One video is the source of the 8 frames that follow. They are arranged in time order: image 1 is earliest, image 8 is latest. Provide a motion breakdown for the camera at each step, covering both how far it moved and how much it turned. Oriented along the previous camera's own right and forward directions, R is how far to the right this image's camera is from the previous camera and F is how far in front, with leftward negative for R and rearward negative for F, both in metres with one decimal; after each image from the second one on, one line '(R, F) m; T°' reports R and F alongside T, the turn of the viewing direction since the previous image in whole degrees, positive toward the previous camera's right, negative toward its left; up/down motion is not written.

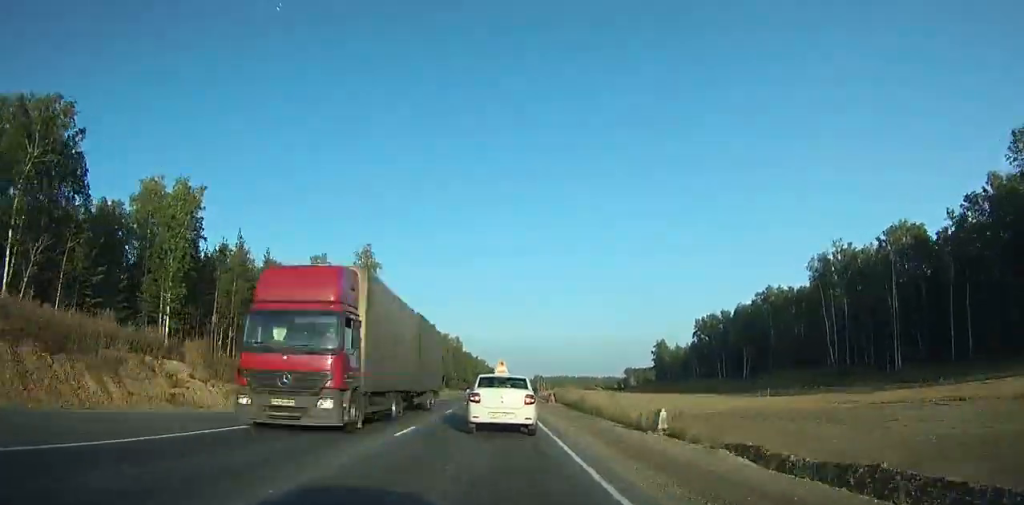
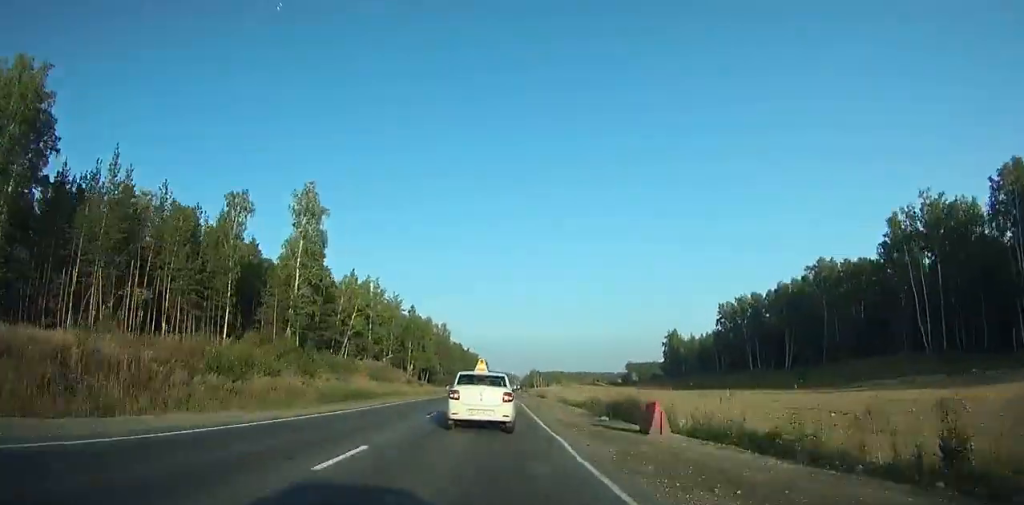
(+0.1, +26.2) m; +2°
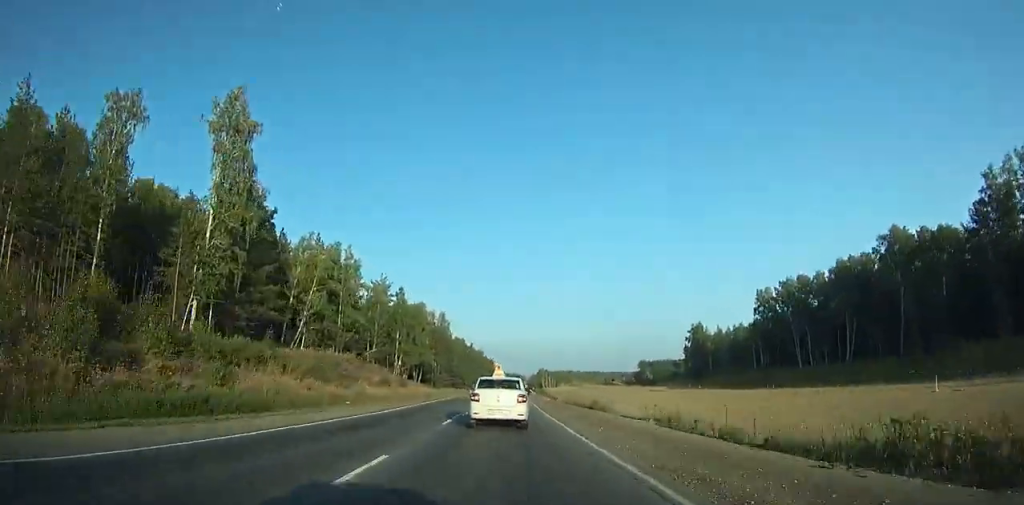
(-0.5, +22.1) m; +3°
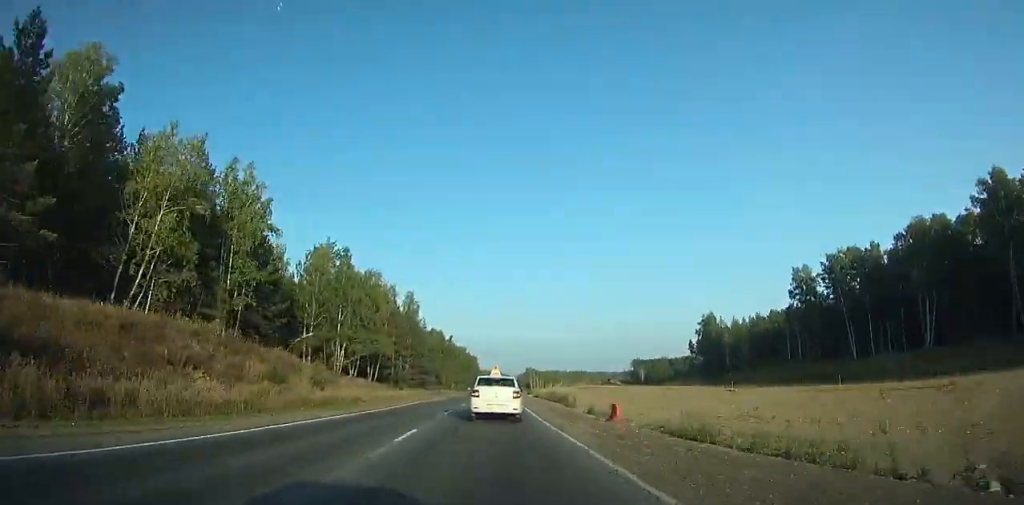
(+1.3, +25.3) m; +1°
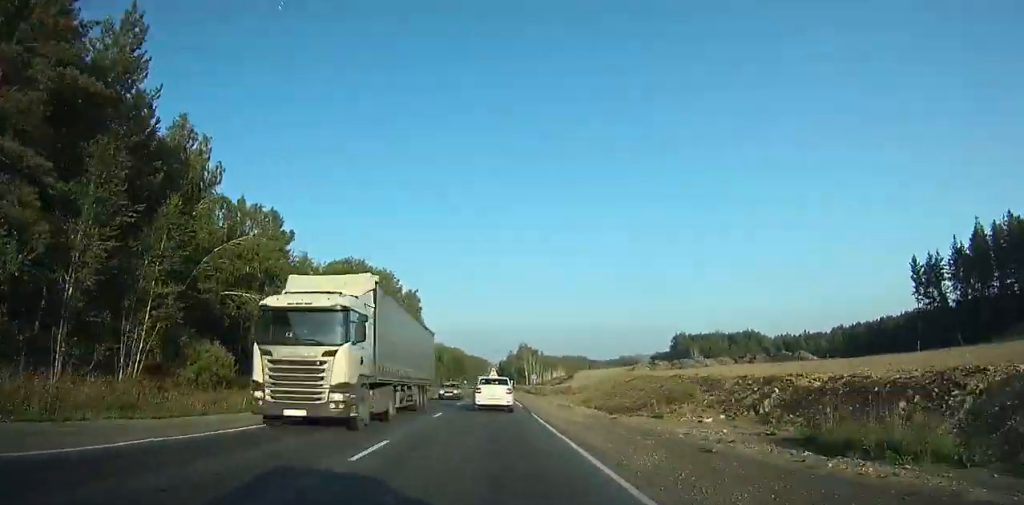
(-11.8, +157.0) m; -5°
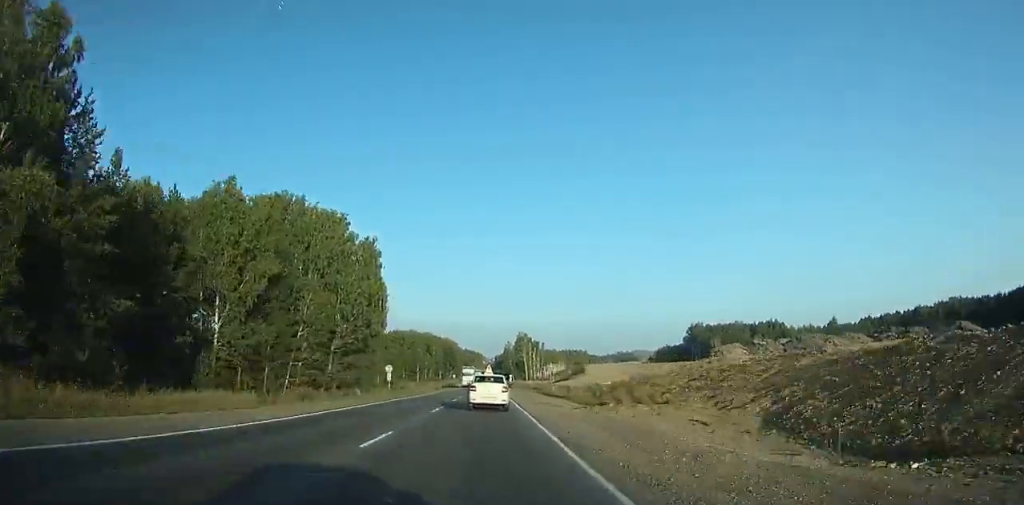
(+0.5, +37.1) m; +2°
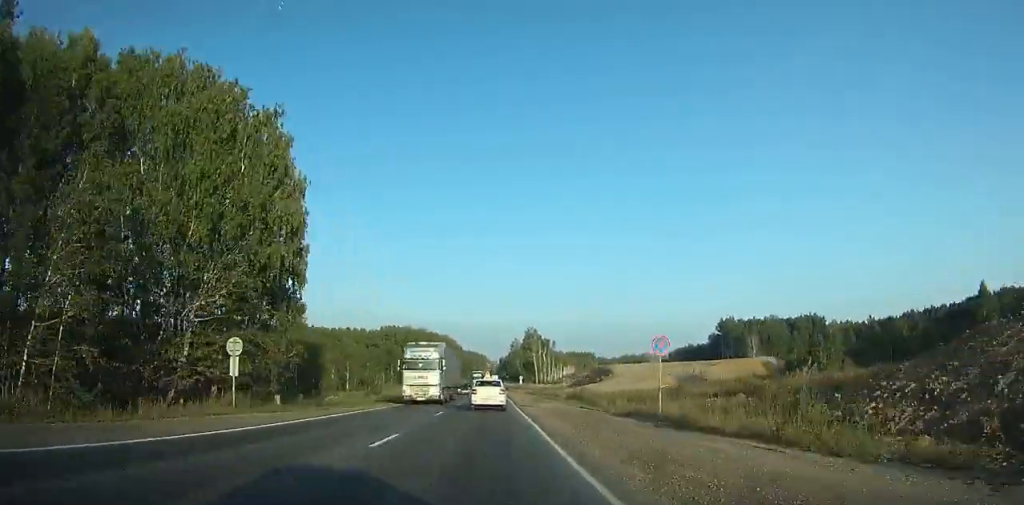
(+0.6, +39.1) m; +1°
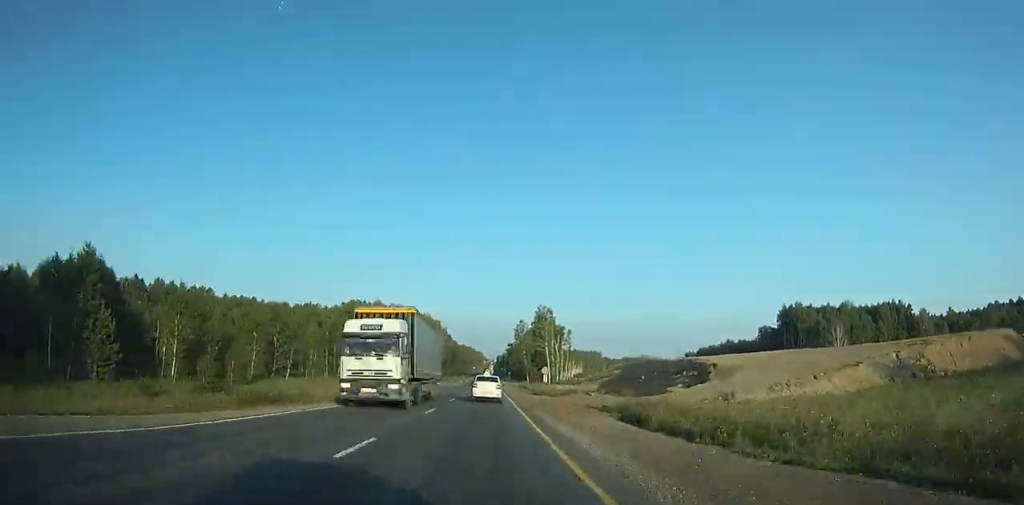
(+0.3, +66.8) m; 0°
